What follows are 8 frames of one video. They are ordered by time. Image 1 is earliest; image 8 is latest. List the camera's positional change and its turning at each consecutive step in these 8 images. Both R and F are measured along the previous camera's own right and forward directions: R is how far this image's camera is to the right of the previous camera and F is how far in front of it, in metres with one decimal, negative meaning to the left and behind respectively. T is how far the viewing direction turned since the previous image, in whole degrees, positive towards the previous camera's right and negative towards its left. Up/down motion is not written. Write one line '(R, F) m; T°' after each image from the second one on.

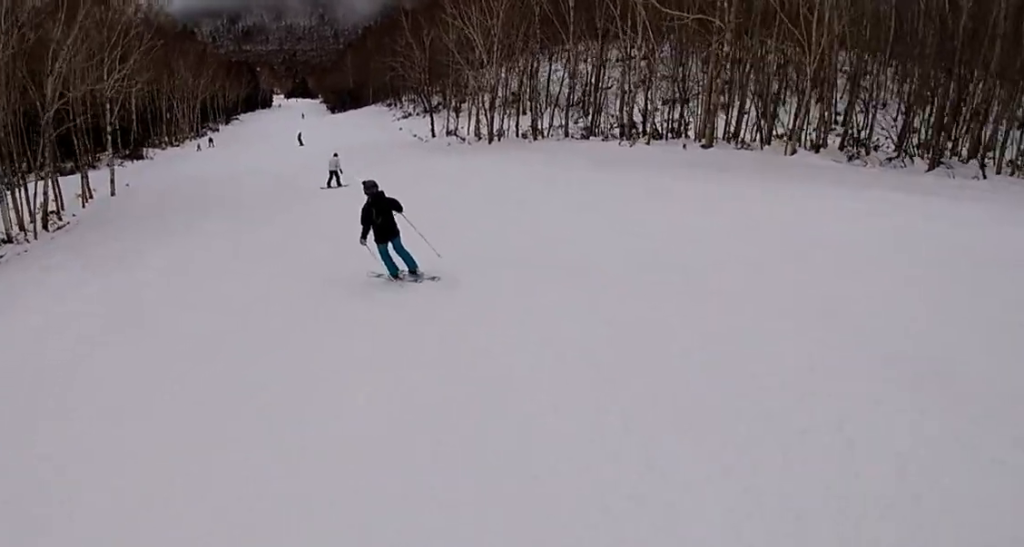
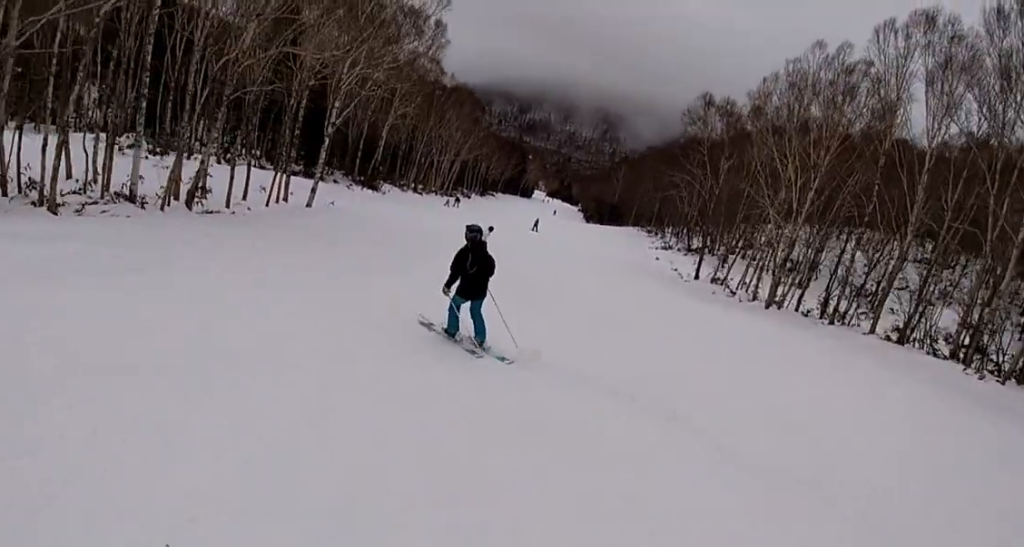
(-0.7, +9.2) m; -3°
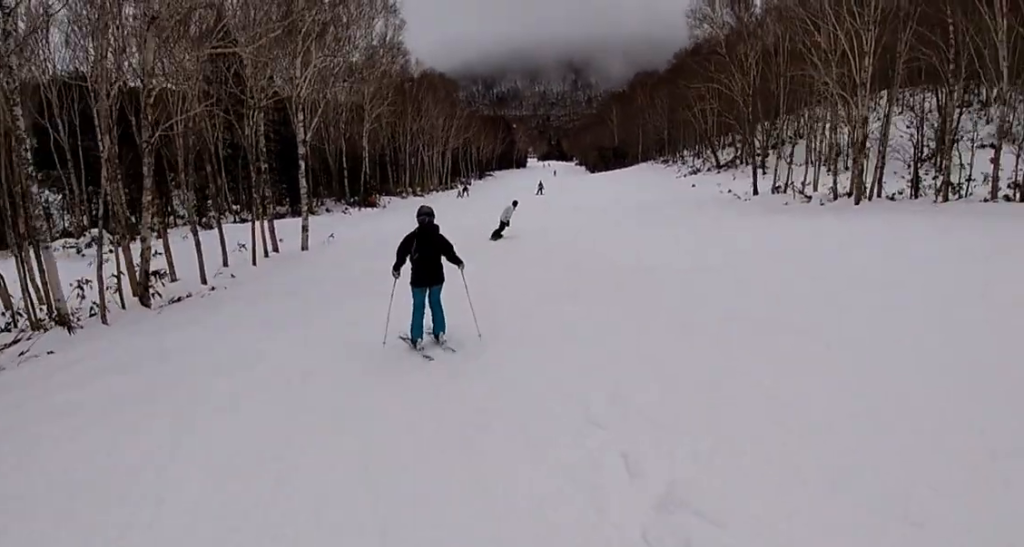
(+0.1, +6.9) m; +5°
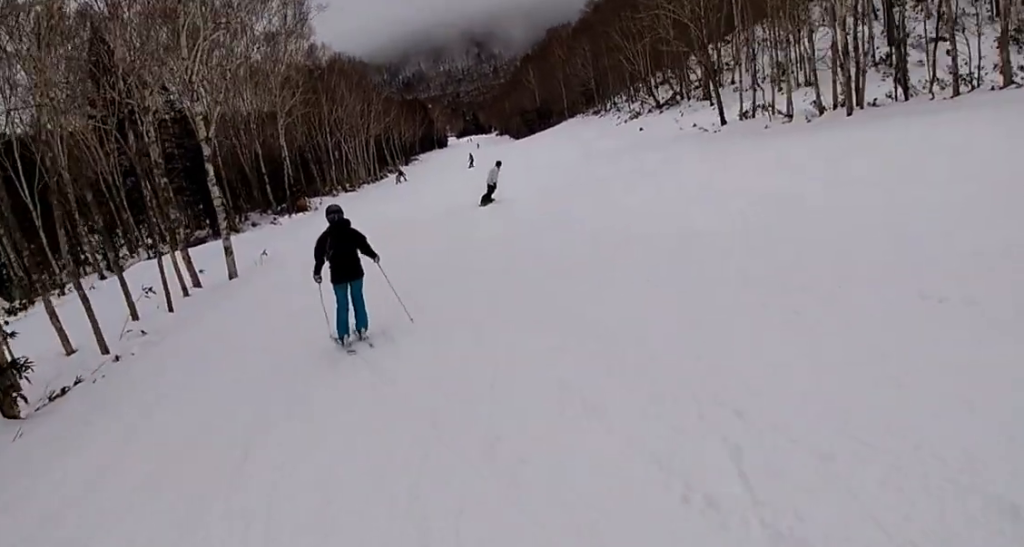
(+0.1, +5.7) m; +6°
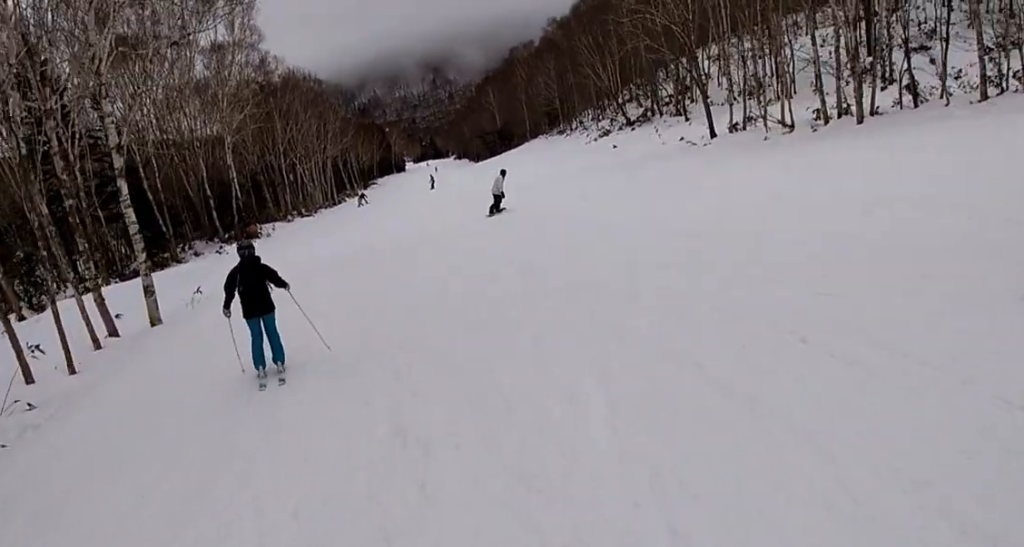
(+0.6, +4.2) m; 0°
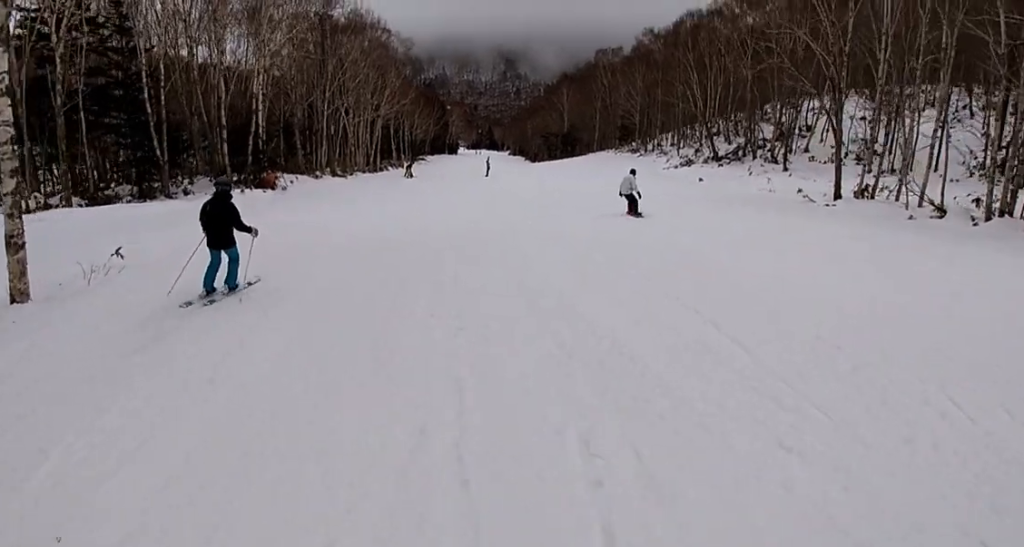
(0.0, +6.6) m; 0°
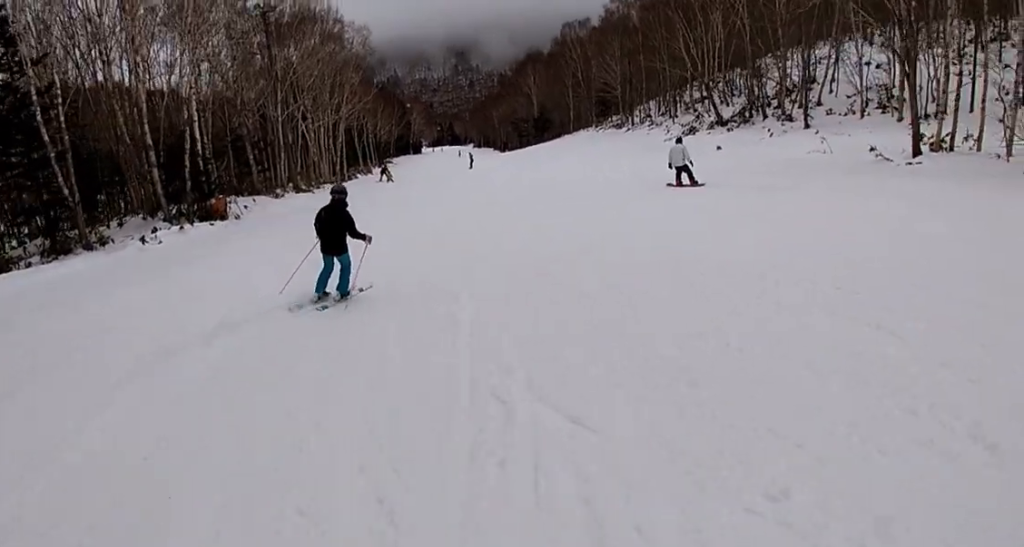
(-0.5, +6.6) m; +1°
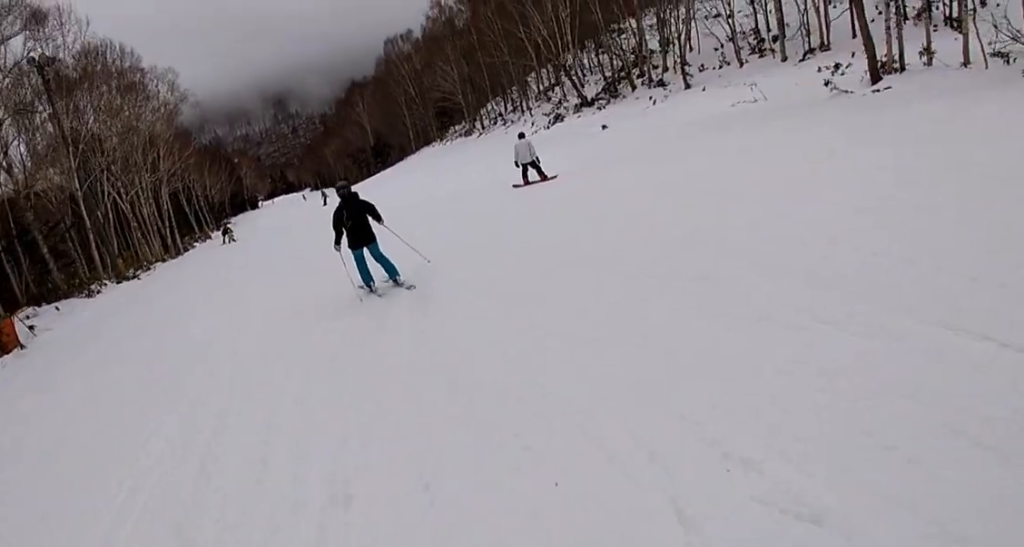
(+0.9, +7.3) m; +3°
